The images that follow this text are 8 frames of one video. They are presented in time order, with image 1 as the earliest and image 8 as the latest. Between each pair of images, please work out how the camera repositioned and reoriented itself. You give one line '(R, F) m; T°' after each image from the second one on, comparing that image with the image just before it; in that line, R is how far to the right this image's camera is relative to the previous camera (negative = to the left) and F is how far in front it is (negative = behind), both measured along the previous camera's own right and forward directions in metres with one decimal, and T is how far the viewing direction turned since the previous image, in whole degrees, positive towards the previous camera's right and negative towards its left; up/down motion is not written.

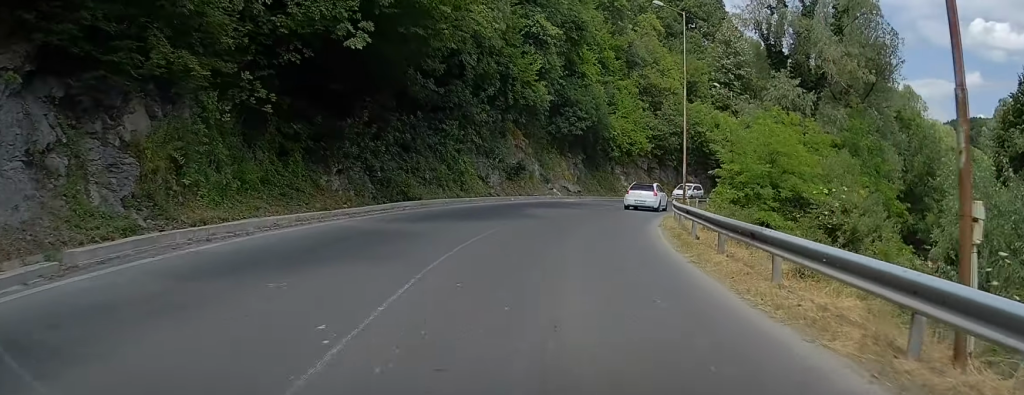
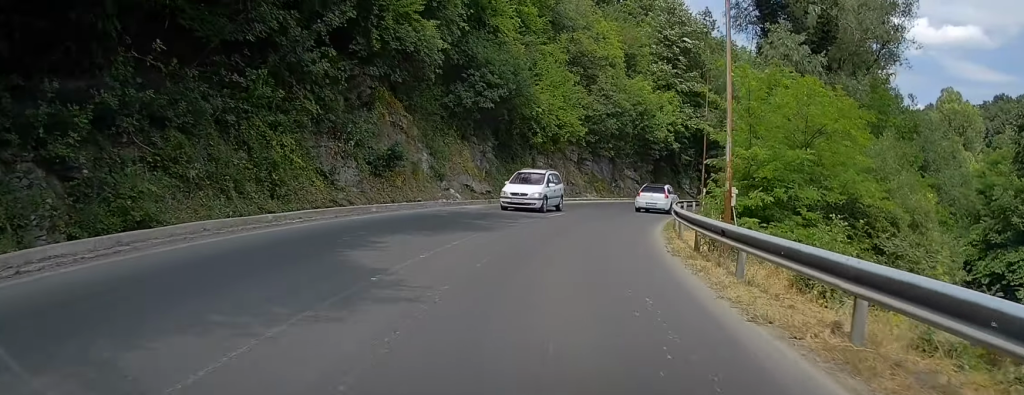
(+0.9, +15.7) m; +7°
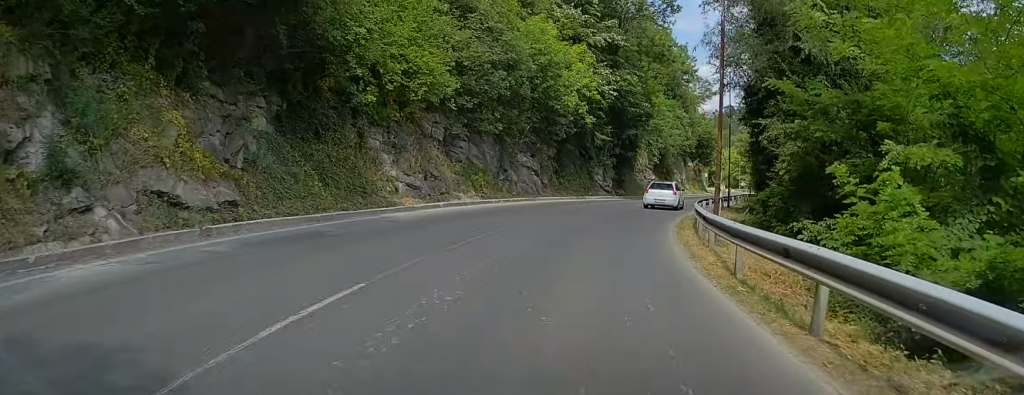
(+1.9, +20.0) m; +11°
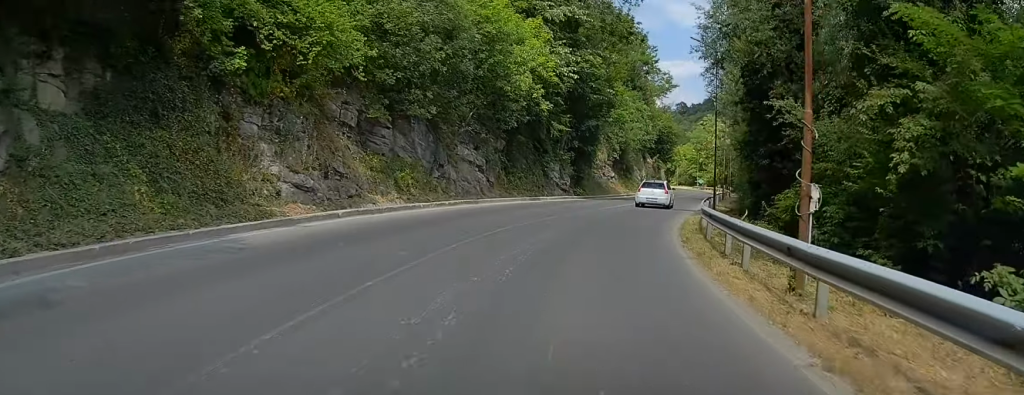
(+0.2, +7.6) m; +4°
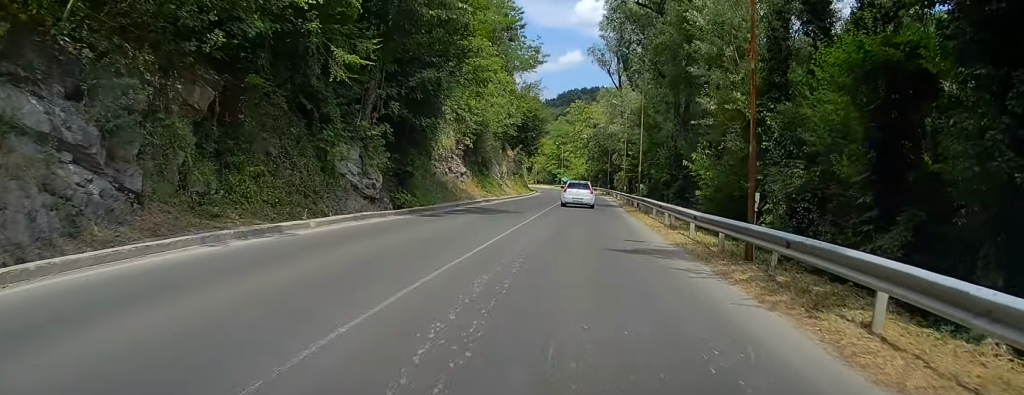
(+2.6, +22.9) m; +10°
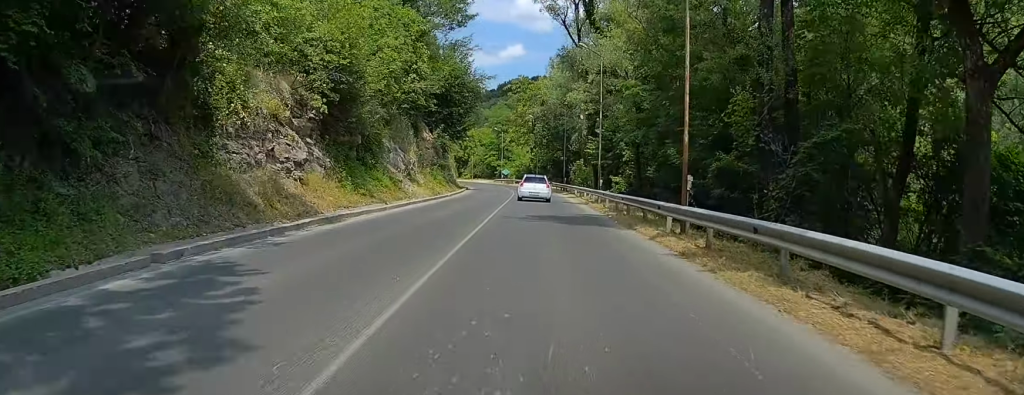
(+0.7, +23.4) m; +2°
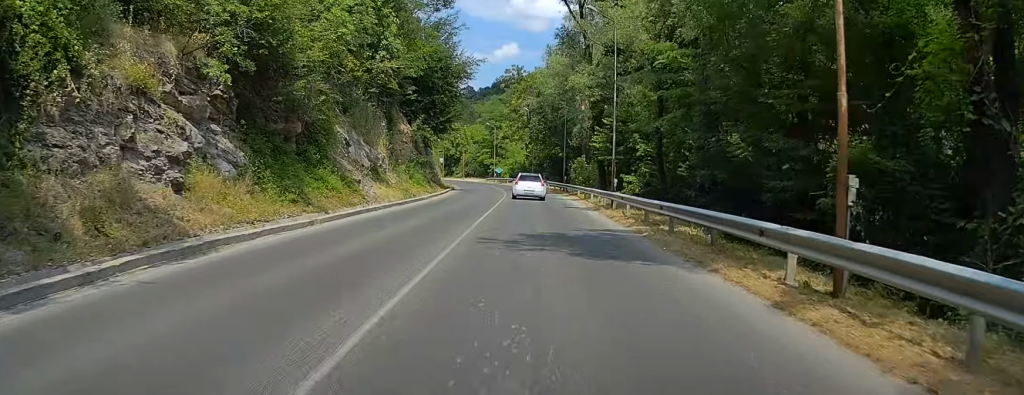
(0.0, +8.3) m; +1°
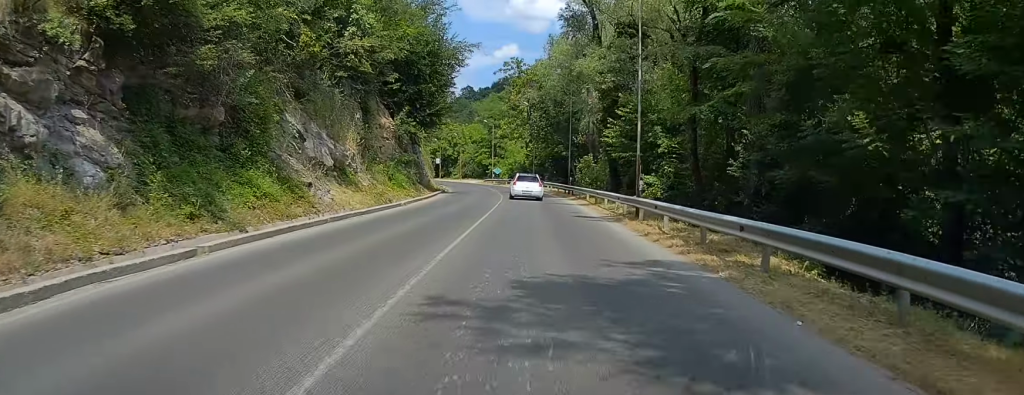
(0.0, +6.6) m; 0°
